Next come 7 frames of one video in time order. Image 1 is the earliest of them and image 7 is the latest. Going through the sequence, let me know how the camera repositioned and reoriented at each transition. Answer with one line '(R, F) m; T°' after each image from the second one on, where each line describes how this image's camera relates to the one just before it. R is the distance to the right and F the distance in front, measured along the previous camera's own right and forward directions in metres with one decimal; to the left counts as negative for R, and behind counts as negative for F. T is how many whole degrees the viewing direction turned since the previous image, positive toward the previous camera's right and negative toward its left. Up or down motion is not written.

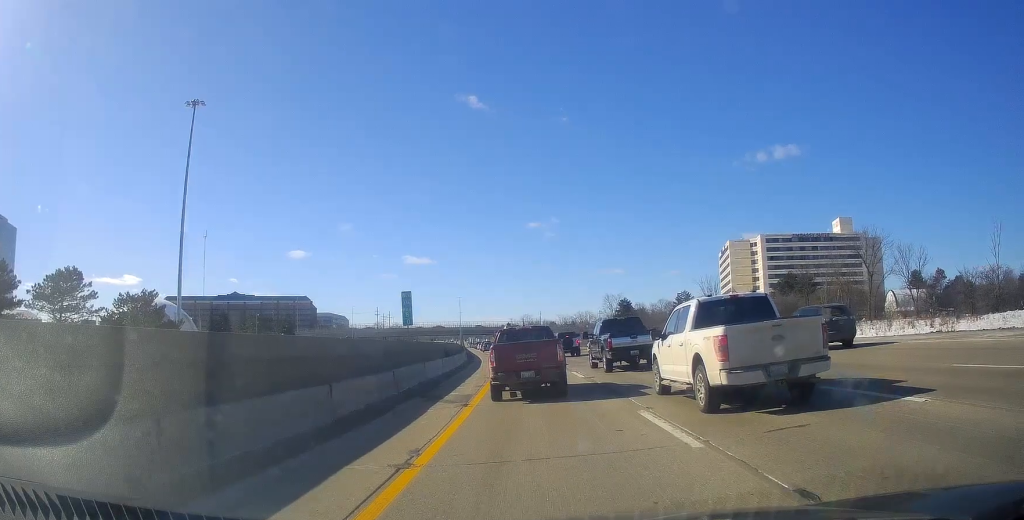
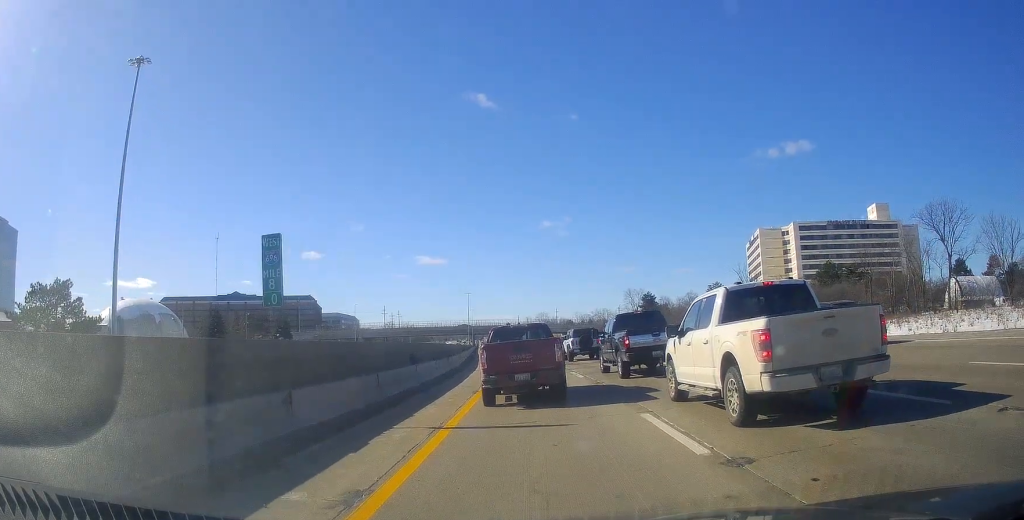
(+0.1, +15.7) m; -3°
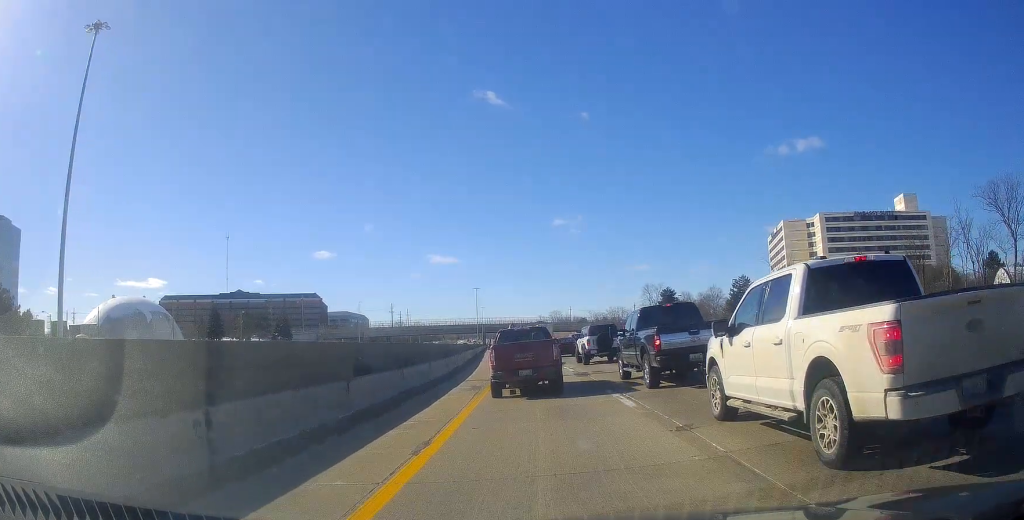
(-0.1, +10.0) m; +2°
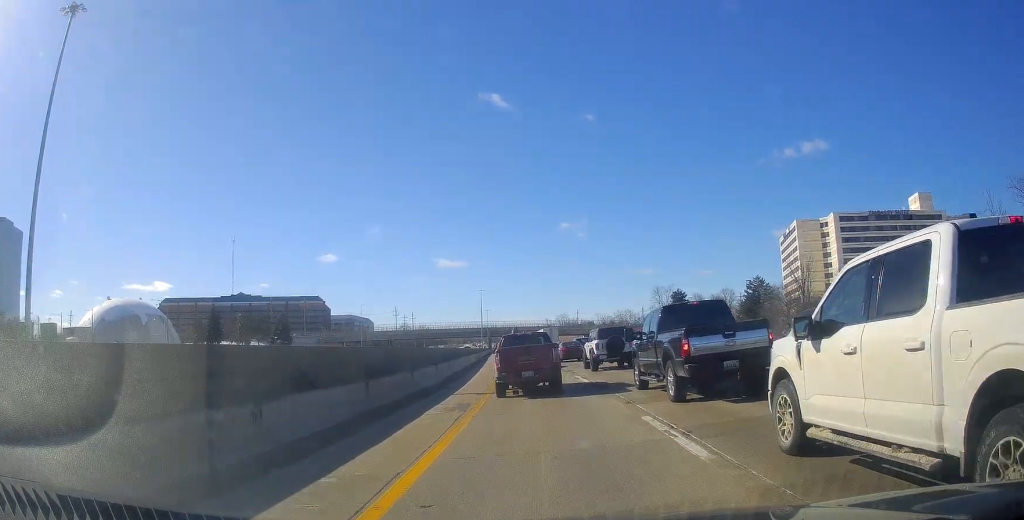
(+0.2, +5.3) m; -5°
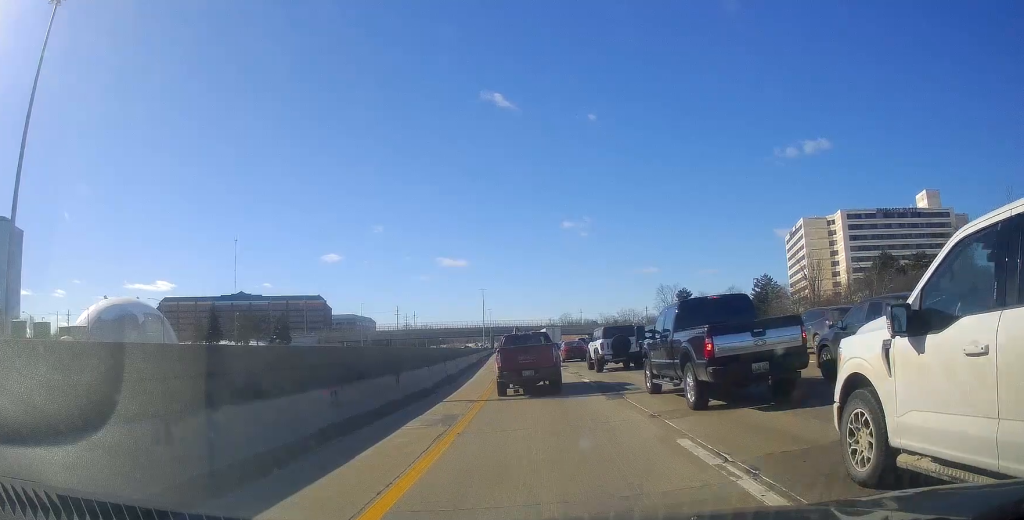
(-0.2, +2.8) m; 0°
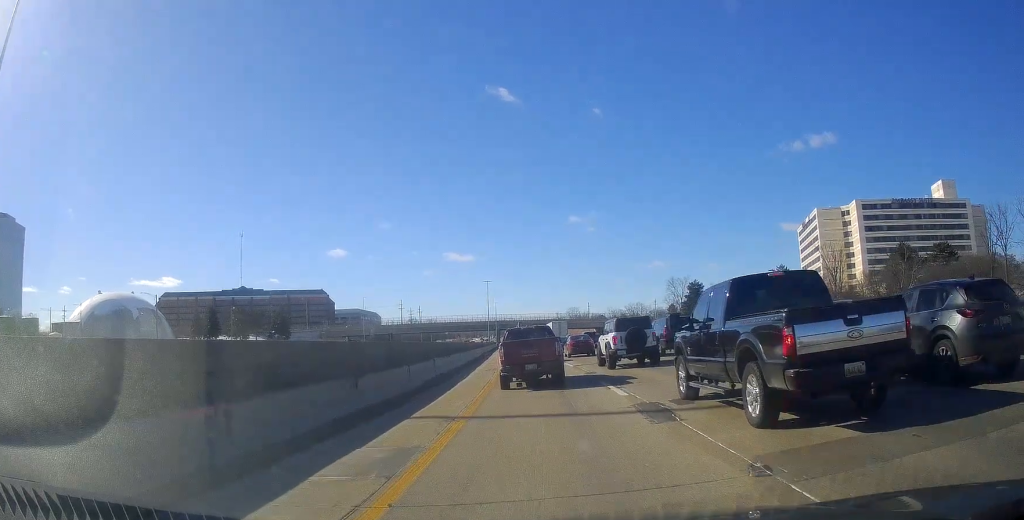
(-0.7, +5.0) m; +2°
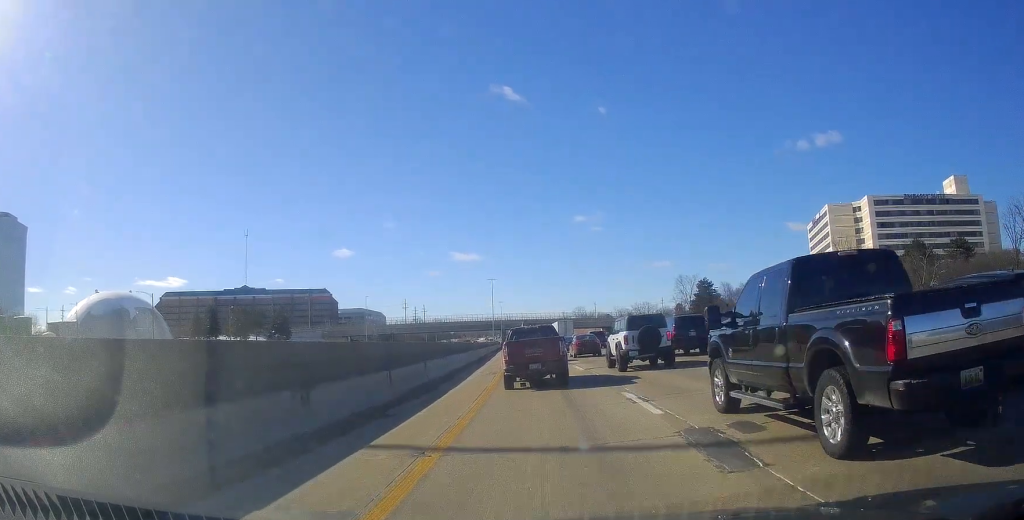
(+0.6, +3.5) m; 0°
